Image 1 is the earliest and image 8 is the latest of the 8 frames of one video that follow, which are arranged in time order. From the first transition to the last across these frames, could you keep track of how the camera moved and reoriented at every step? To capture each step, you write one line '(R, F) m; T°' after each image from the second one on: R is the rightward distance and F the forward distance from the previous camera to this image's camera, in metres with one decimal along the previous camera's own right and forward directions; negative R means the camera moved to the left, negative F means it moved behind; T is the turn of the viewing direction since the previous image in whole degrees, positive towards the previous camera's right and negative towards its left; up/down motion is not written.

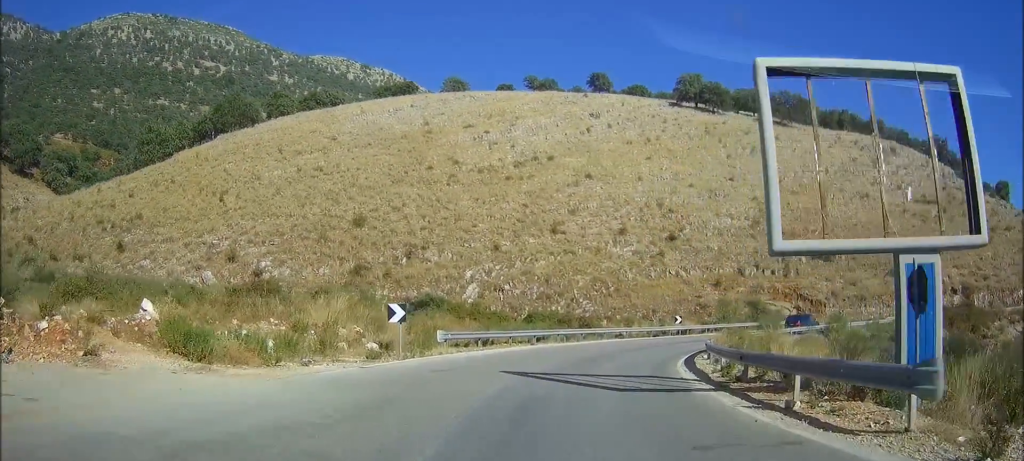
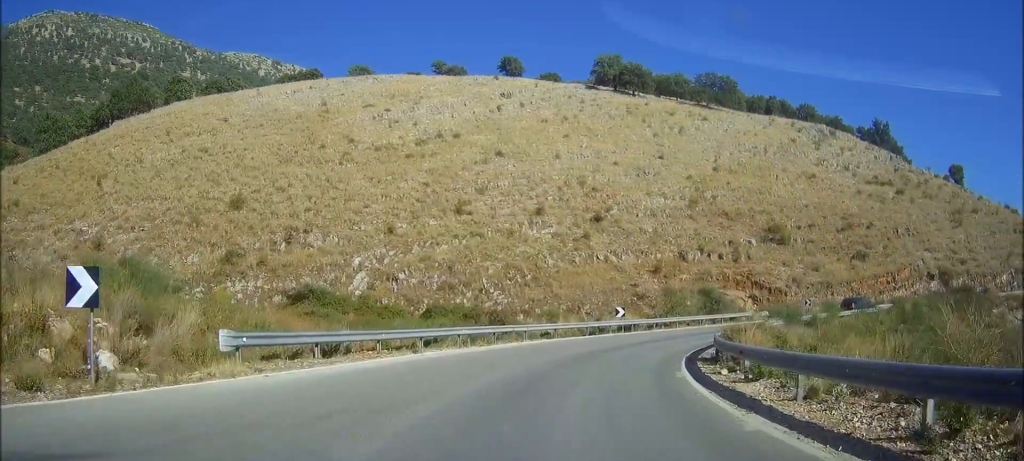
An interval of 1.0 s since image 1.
(+0.1, +13.5) m; +10°
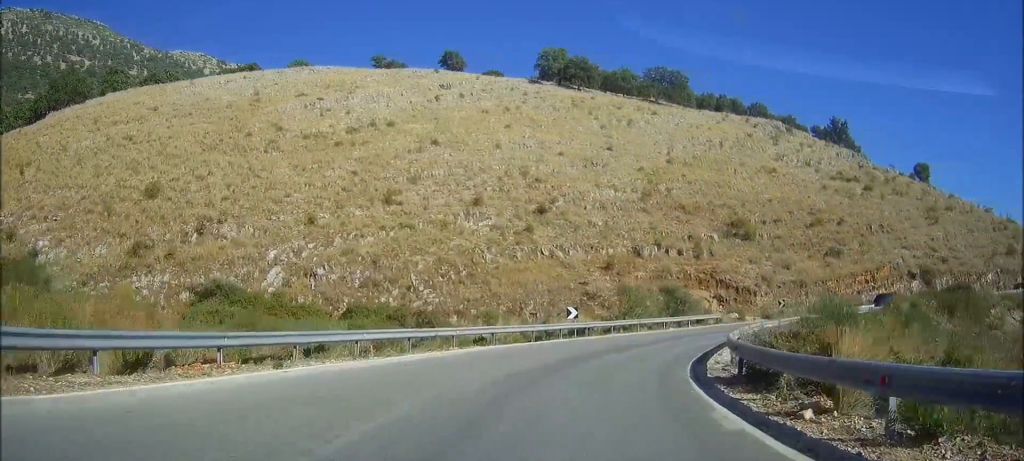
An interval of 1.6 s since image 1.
(+0.7, +7.6) m; +8°
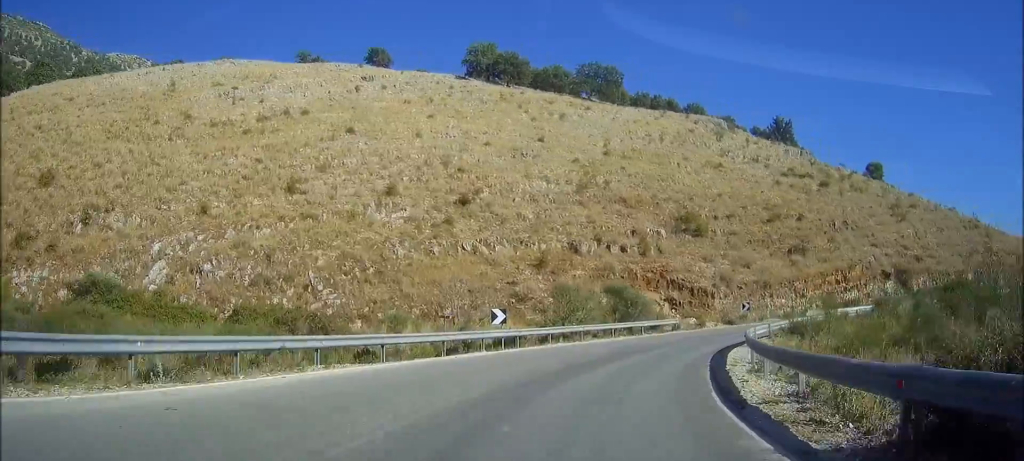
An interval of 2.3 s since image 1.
(+1.2, +8.2) m; +8°
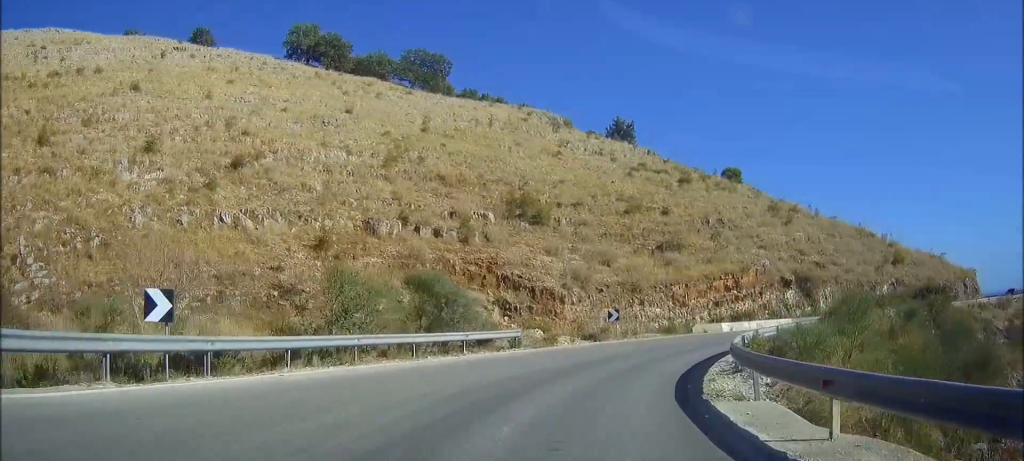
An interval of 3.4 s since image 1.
(+0.1, +15.4) m; +3°
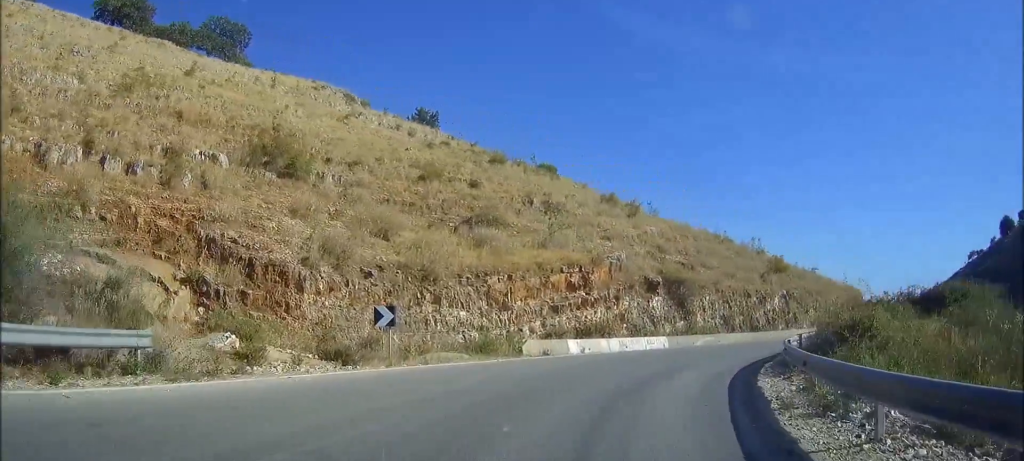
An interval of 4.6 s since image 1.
(+2.1, +16.4) m; +23°
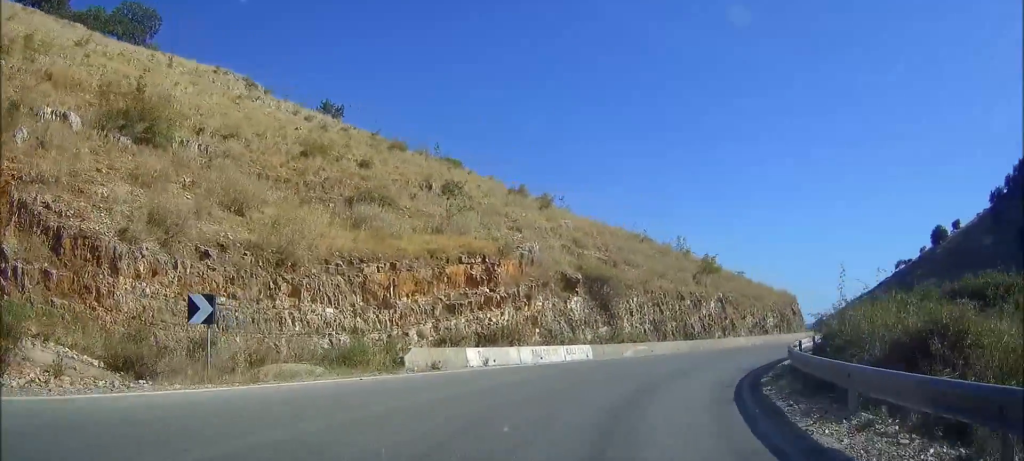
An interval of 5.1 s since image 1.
(+0.8, +6.3) m; +11°
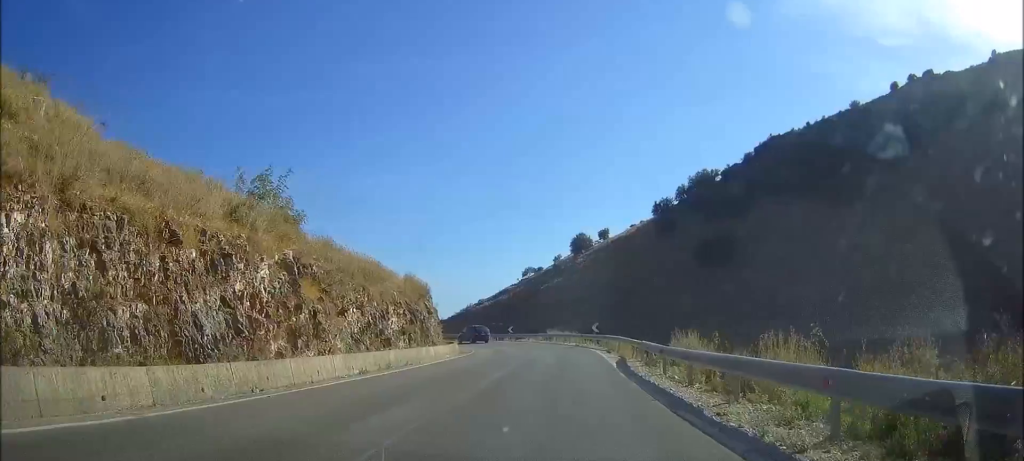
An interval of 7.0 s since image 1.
(+8.2, +25.2) m; +28°
